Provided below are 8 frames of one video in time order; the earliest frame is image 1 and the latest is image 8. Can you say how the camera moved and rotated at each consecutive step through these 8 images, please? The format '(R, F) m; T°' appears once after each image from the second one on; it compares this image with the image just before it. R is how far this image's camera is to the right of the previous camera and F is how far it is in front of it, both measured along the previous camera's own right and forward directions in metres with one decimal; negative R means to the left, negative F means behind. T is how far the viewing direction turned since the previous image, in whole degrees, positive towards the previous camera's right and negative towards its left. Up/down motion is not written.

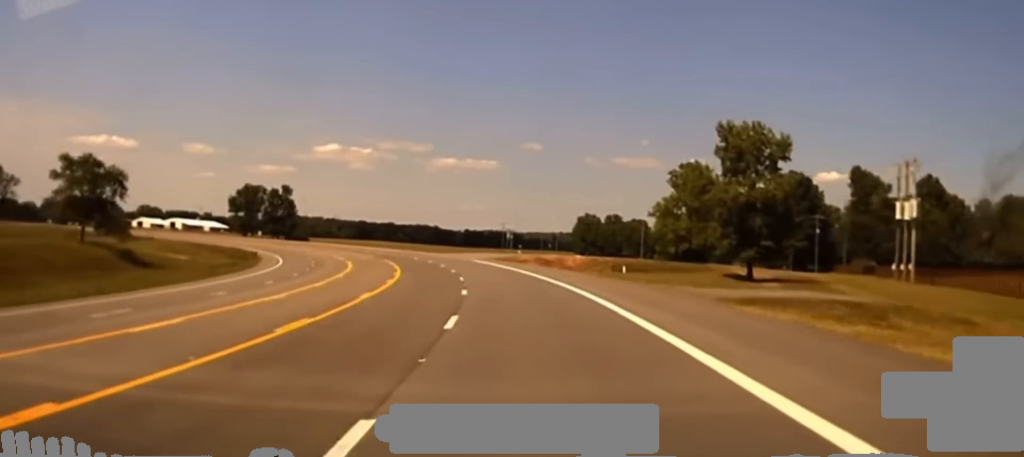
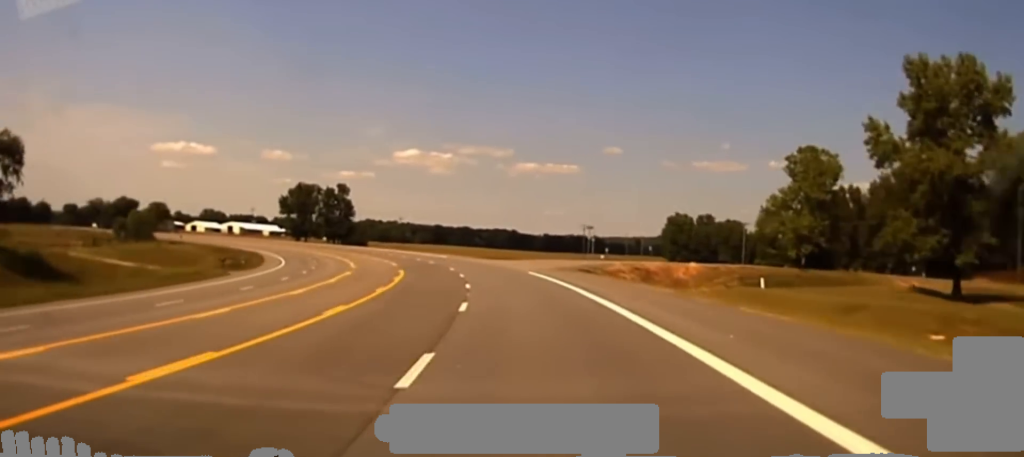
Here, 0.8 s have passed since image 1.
(-0.9, +27.4) m; -4°
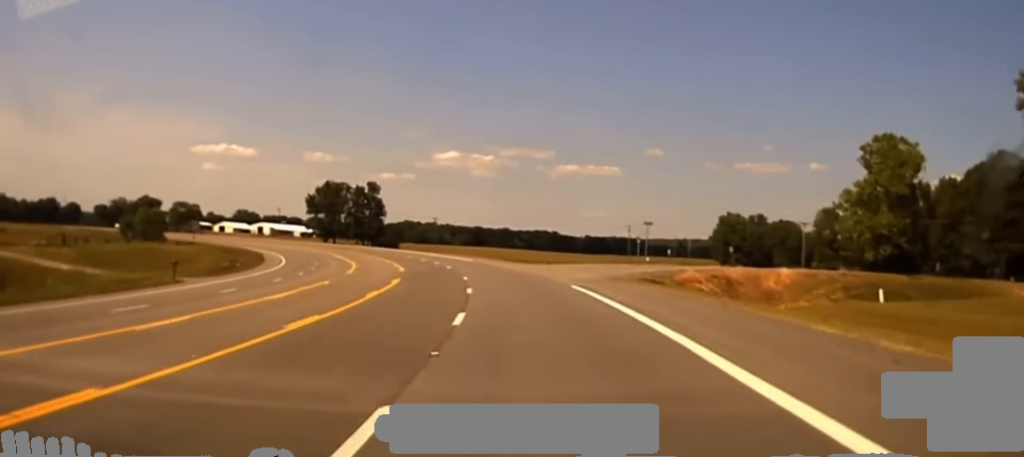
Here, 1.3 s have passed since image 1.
(-0.6, +14.3) m; -2°
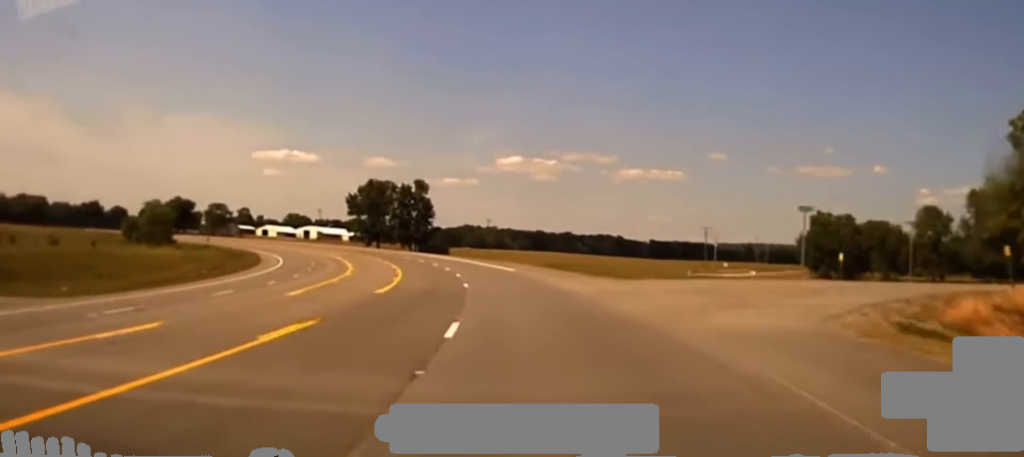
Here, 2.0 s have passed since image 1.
(-0.7, +23.8) m; -4°
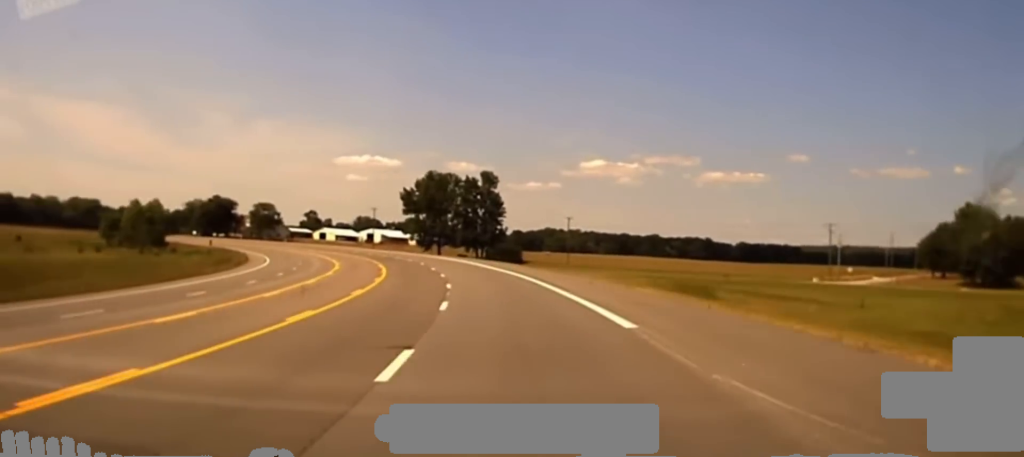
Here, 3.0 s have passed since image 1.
(-2.0, +37.5) m; -7°
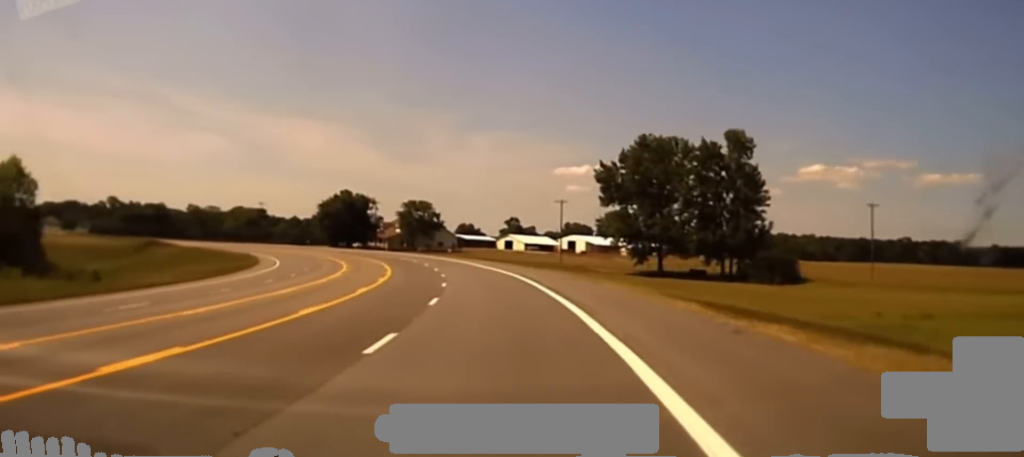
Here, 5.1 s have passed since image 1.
(-10.7, +91.8) m; -13°
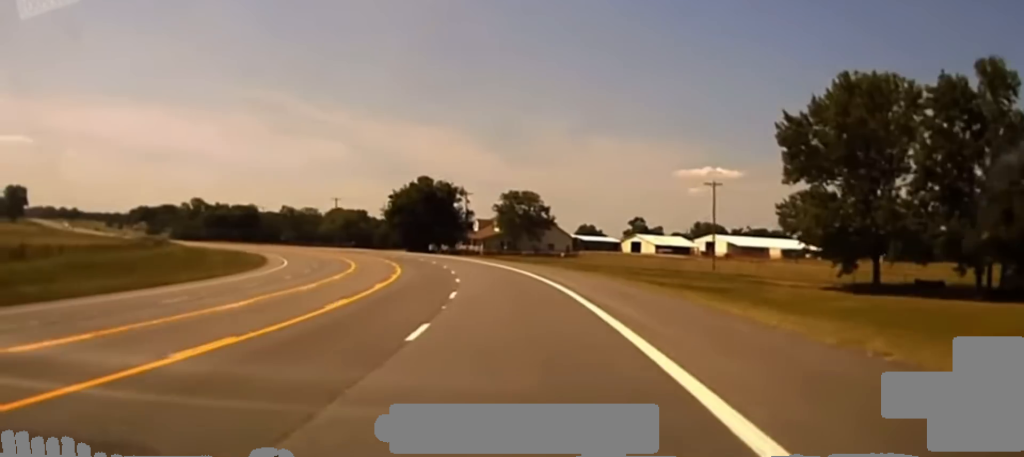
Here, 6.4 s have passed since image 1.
(-3.9, +49.5) m; -9°
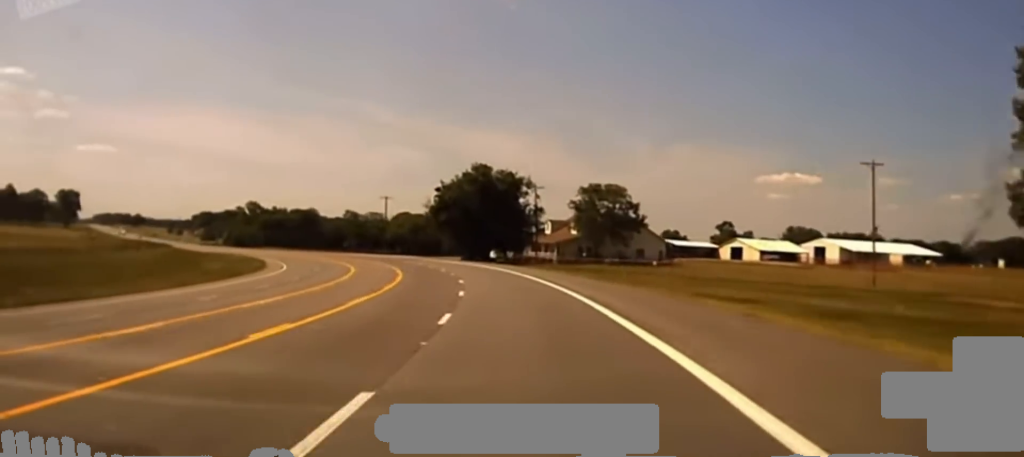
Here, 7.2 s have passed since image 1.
(-1.7, +32.7) m; -6°
